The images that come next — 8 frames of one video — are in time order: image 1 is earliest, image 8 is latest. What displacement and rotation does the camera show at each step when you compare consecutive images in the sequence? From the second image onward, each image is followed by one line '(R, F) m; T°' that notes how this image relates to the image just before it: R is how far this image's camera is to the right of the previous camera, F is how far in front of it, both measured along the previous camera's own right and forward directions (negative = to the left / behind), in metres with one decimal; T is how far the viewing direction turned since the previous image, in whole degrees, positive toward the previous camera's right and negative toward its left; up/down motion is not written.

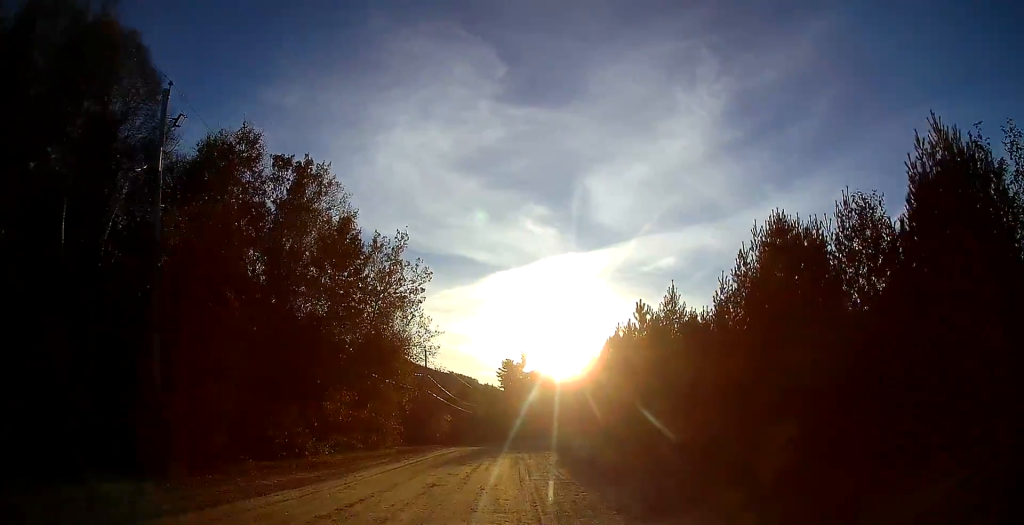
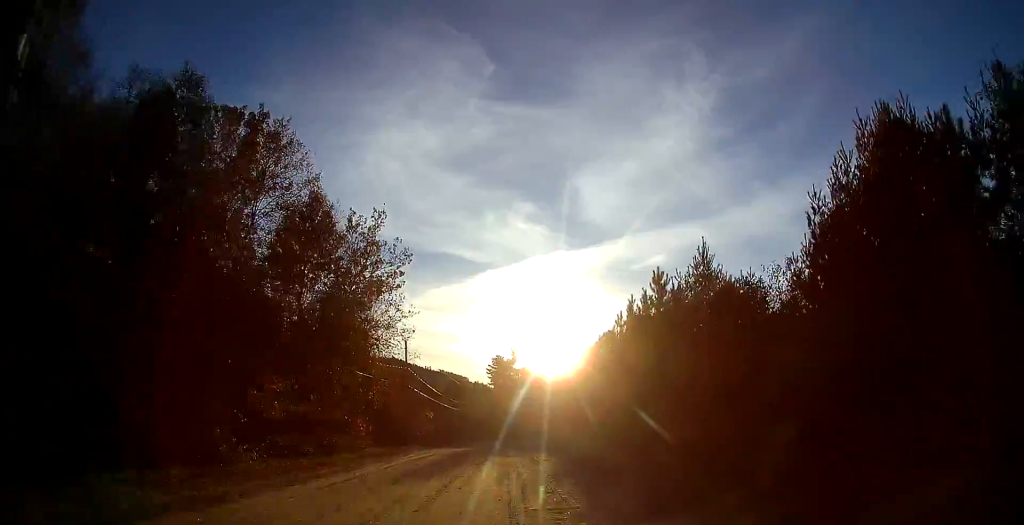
(0.0, +6.1) m; +1°
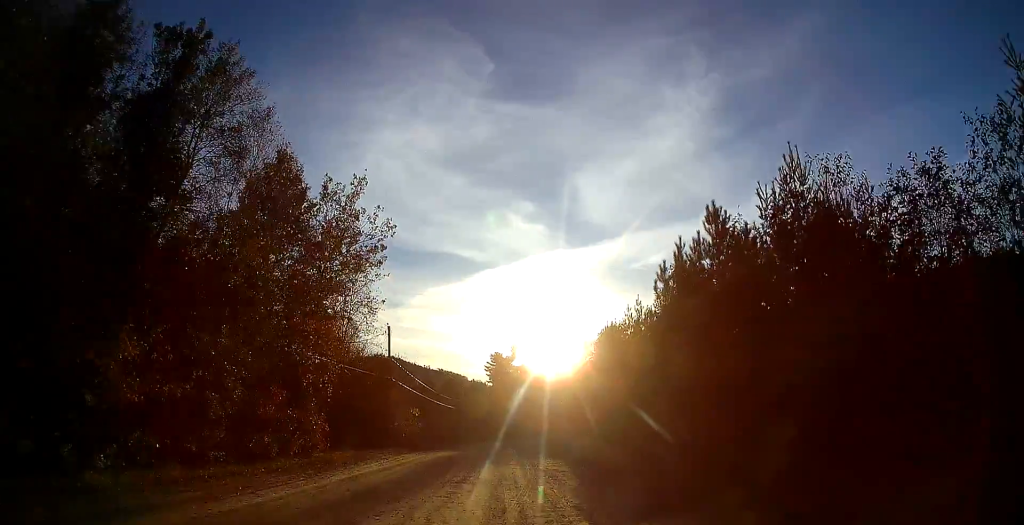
(+0.1, +7.6) m; -2°
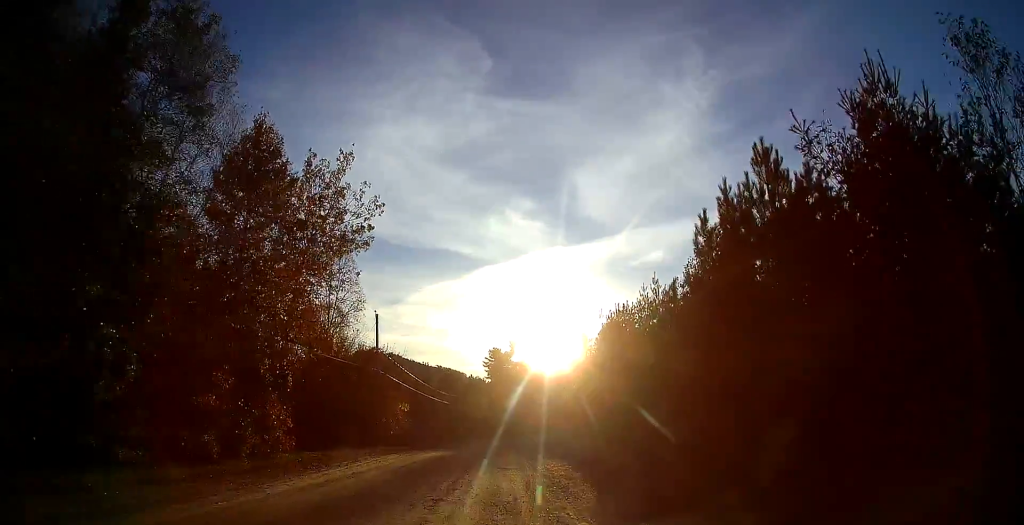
(0.0, +4.1) m; -1°
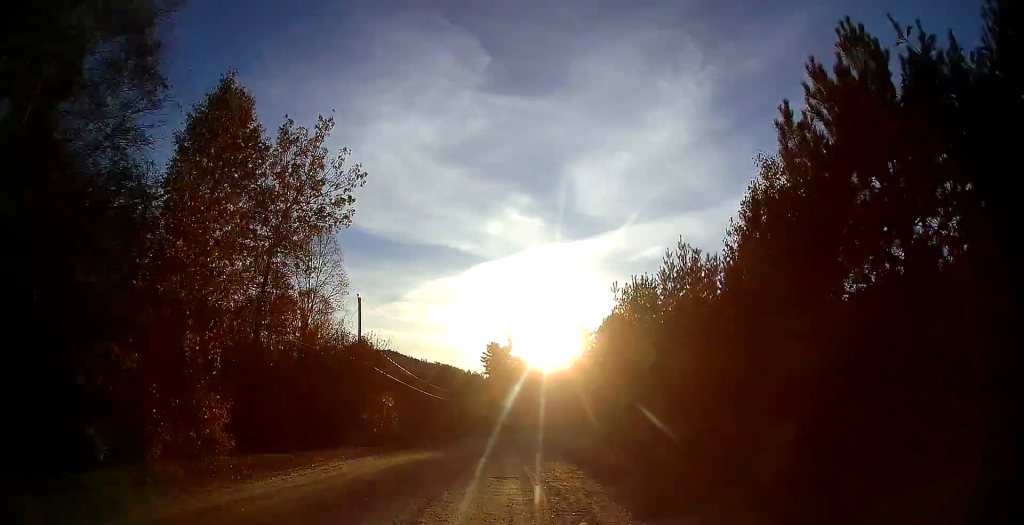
(-0.3, +4.9) m; -1°
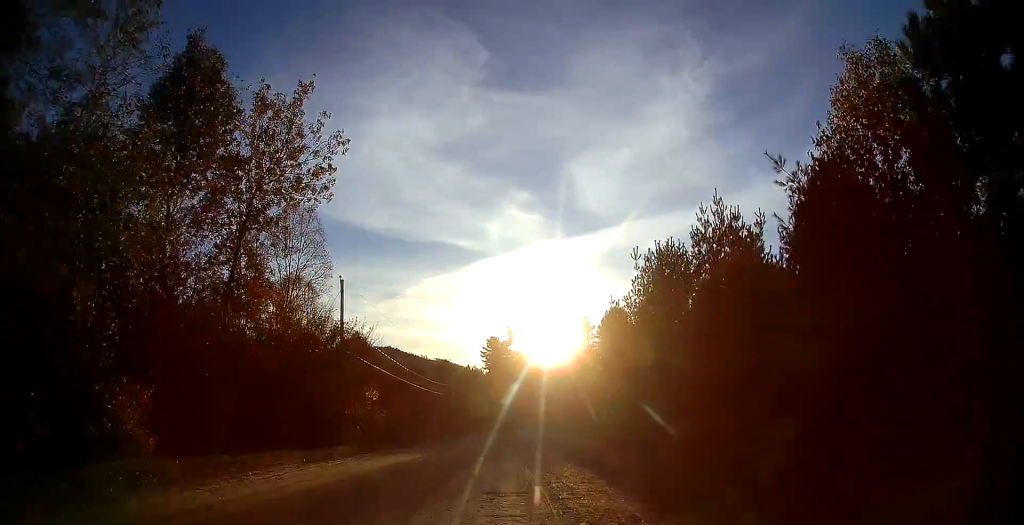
(-0.1, +4.4) m; 0°
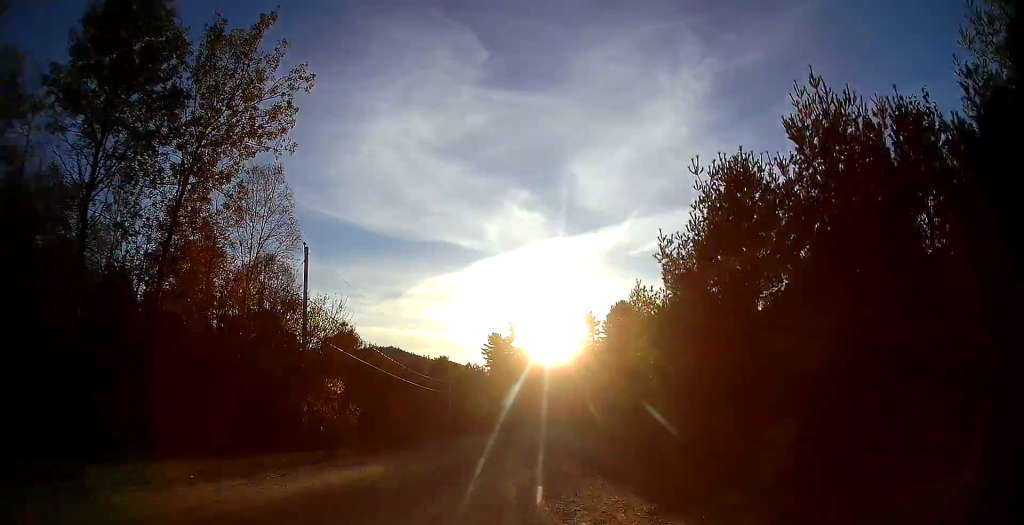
(0.0, +7.3) m; +4°
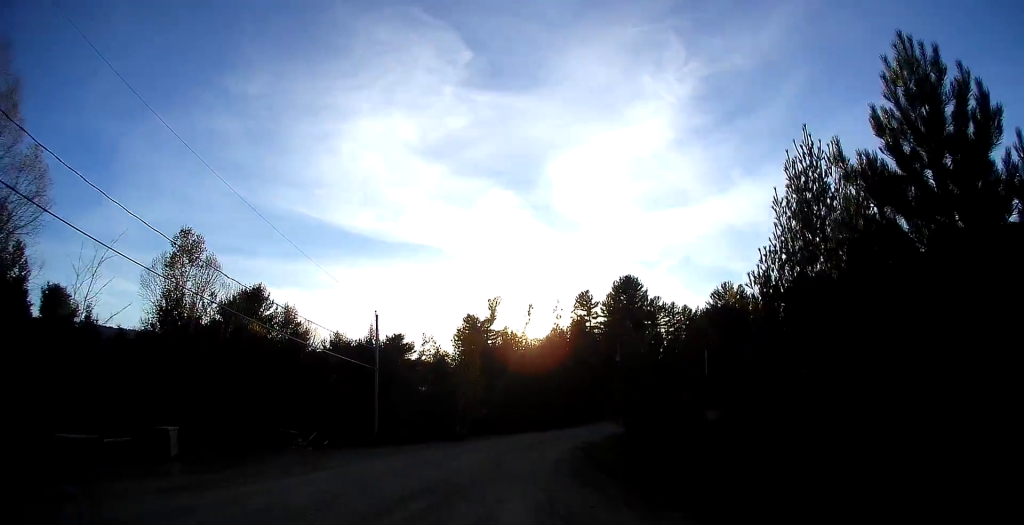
(+1.6, +35.1) m; +6°
